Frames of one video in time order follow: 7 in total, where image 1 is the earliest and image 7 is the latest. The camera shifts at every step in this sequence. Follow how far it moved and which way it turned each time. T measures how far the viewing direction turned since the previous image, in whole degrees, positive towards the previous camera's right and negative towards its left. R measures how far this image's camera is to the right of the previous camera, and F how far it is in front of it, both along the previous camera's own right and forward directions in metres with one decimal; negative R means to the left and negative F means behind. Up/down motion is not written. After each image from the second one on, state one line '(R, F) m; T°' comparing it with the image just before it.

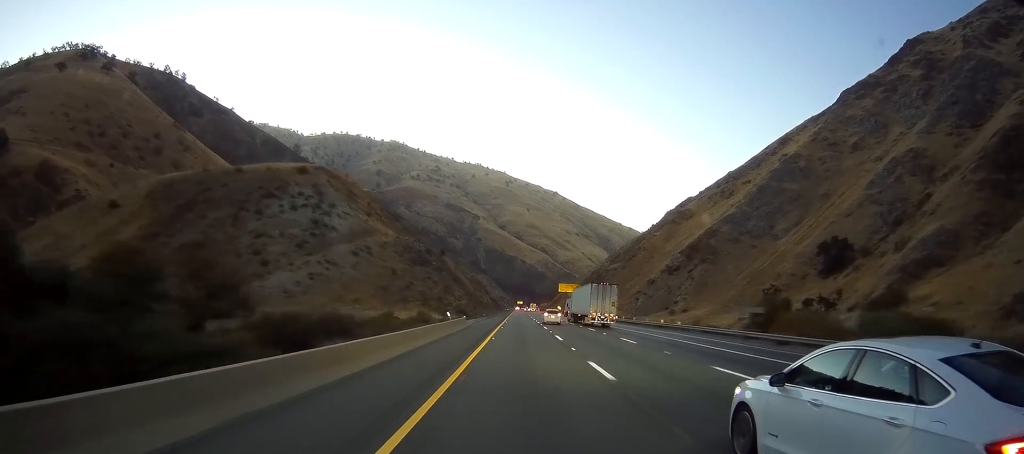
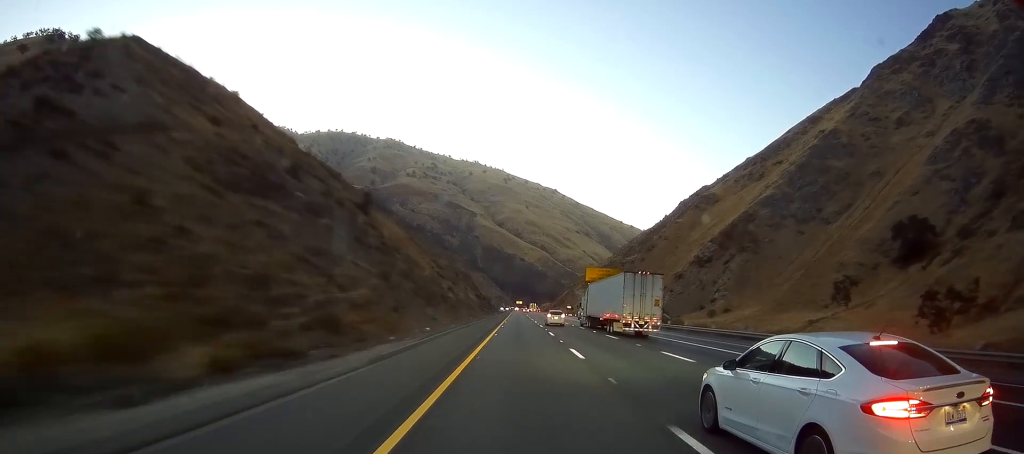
(+0.2, +53.1) m; 0°
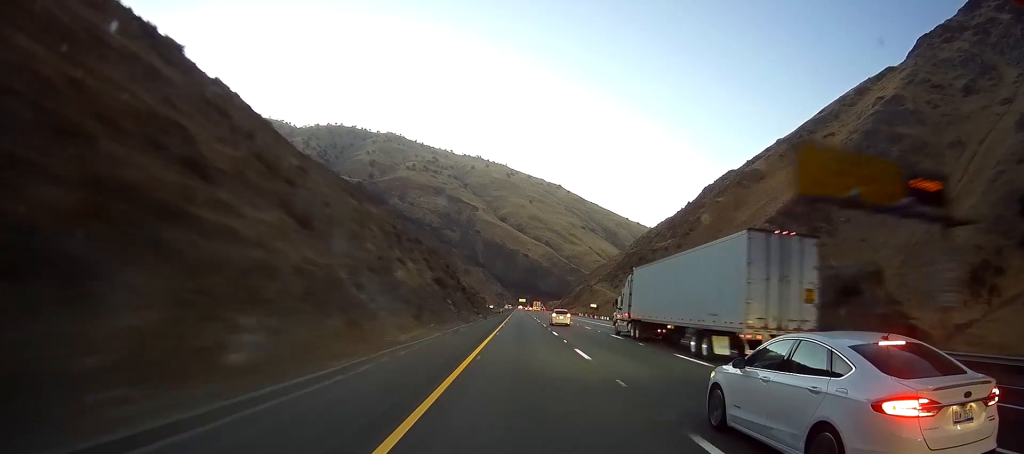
(-0.5, +58.9) m; -1°
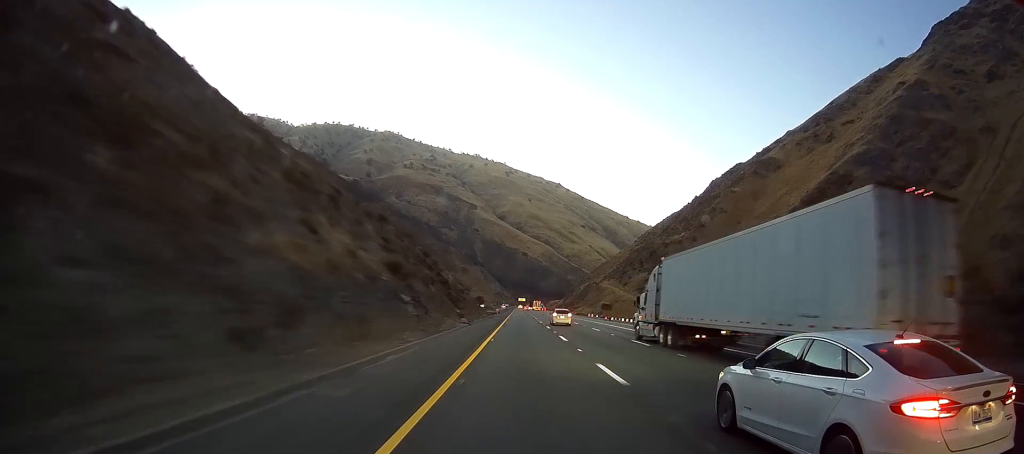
(-0.1, +20.2) m; +1°
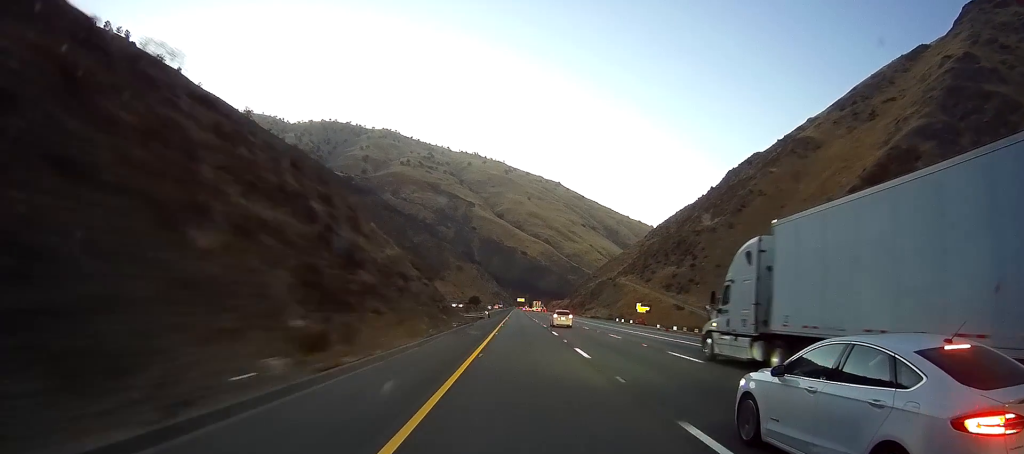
(+0.6, +37.1) m; +1°
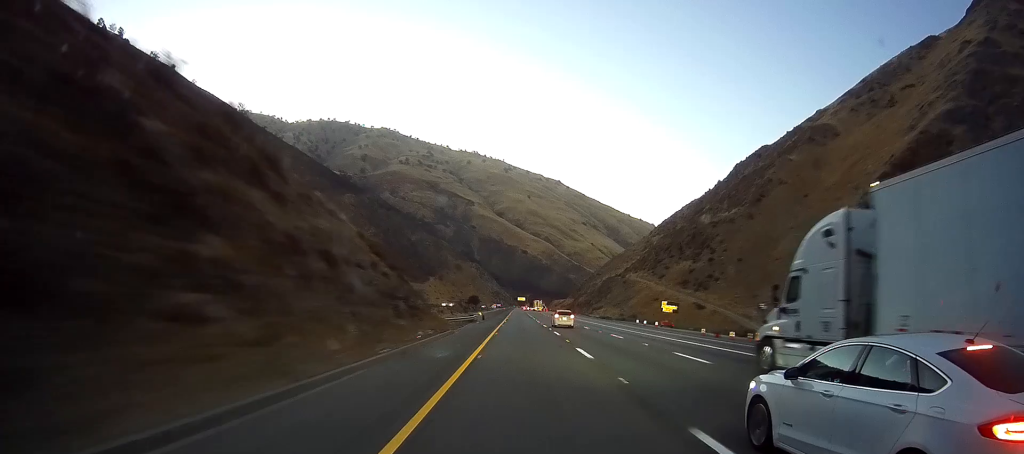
(0.0, +14.8) m; 0°
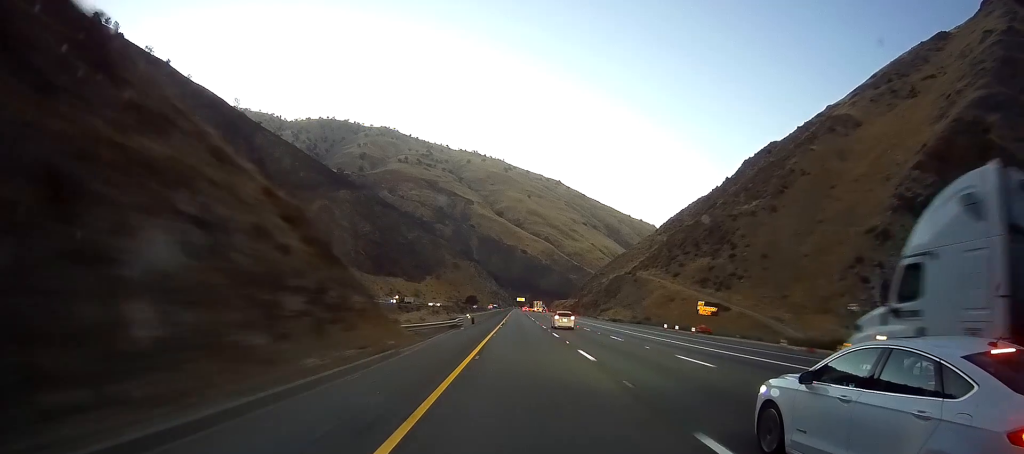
(-0.3, +14.9) m; 0°
